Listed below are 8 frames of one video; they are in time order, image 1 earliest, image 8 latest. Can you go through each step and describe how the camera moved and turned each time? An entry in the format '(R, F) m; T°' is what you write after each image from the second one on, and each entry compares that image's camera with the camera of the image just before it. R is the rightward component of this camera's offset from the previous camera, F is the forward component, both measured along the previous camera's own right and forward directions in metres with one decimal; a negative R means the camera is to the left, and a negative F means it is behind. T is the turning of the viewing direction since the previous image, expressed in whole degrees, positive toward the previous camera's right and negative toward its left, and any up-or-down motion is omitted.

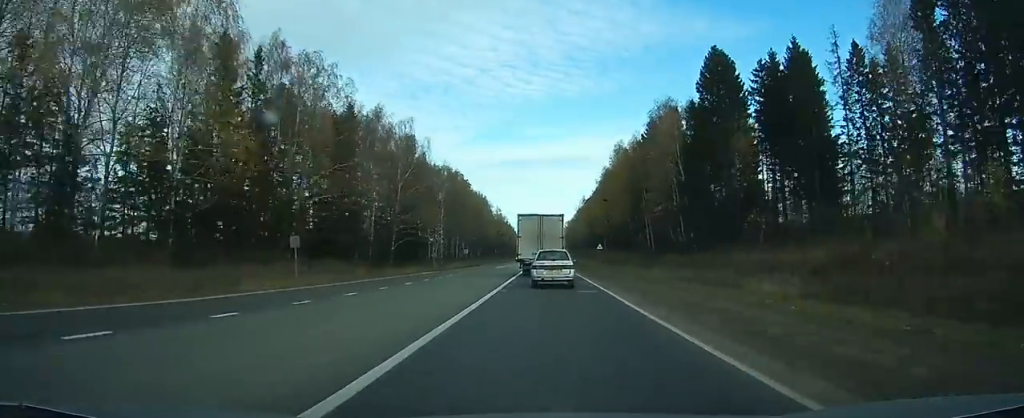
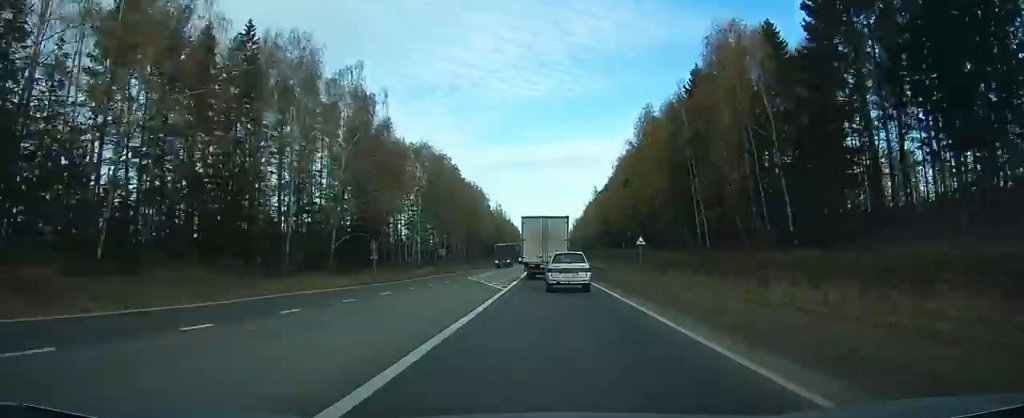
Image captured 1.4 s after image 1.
(0.0, +29.4) m; 0°
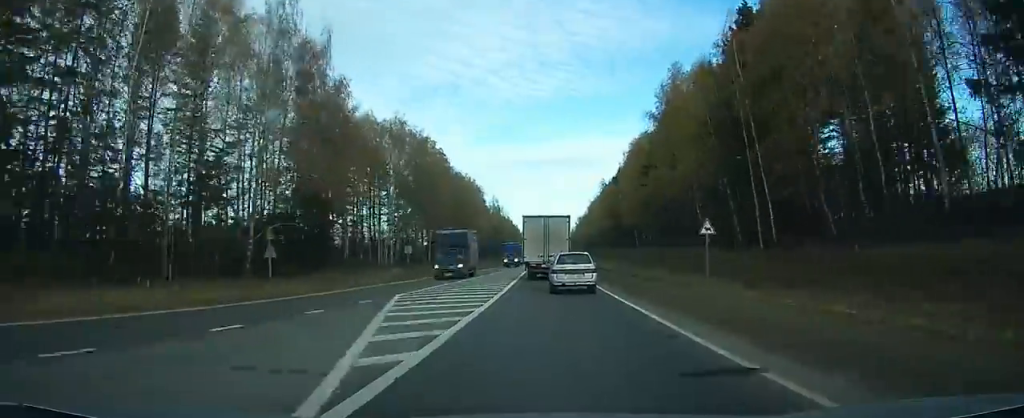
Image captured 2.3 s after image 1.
(0.0, +19.6) m; 0°
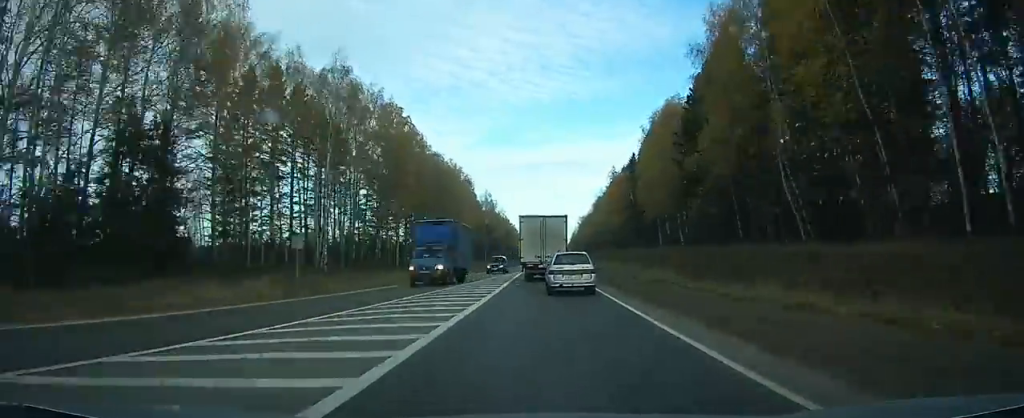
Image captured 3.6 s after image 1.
(+0.1, +26.2) m; 0°
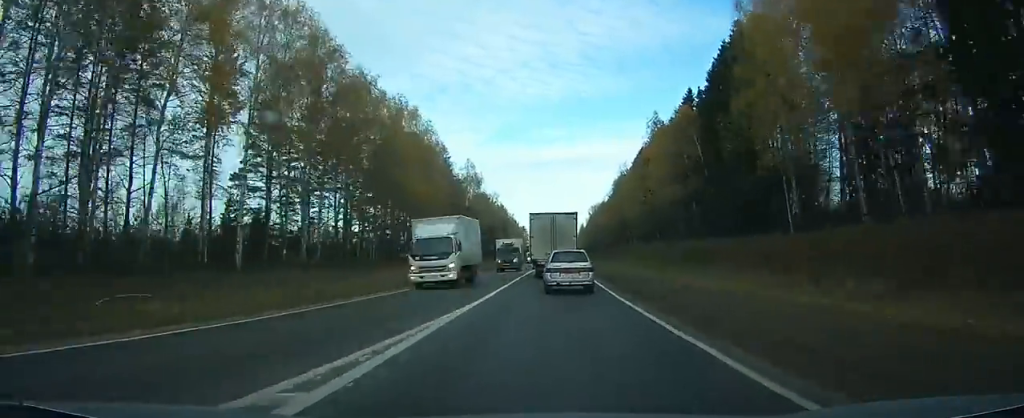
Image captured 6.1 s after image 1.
(-0.2, +51.9) m; -1°
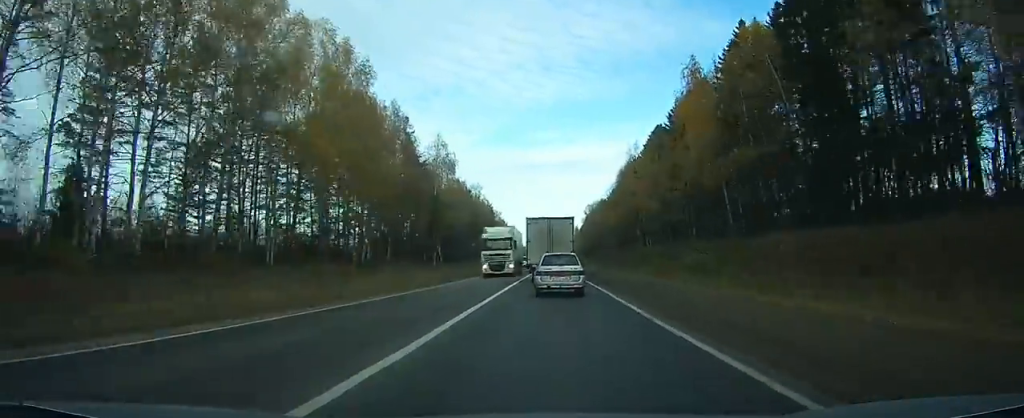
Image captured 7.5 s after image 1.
(-0.1, +28.2) m; 0°
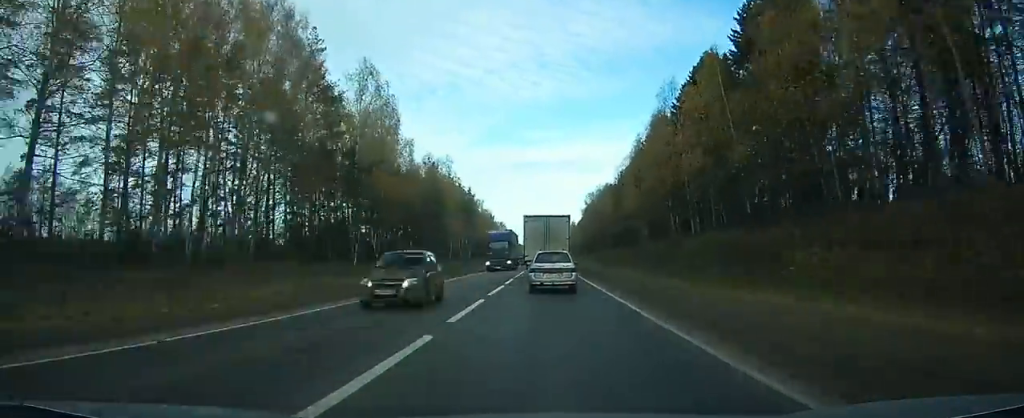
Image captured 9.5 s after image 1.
(0.0, +40.0) m; 0°
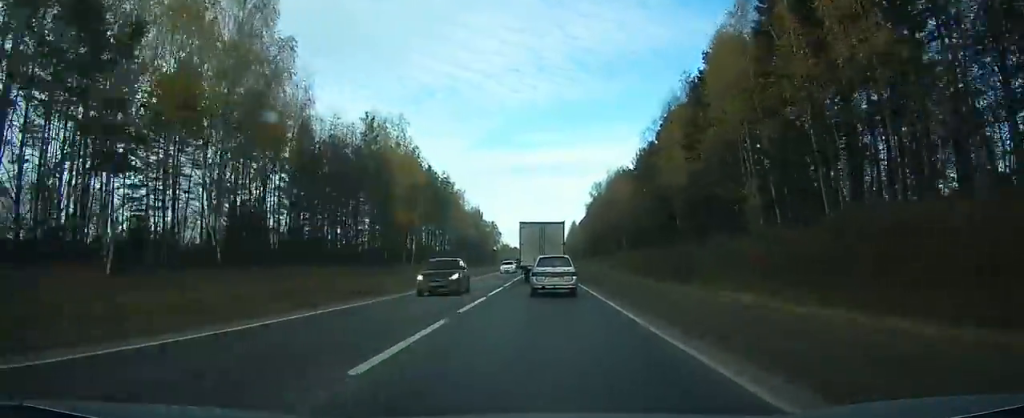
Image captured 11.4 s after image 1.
(0.0, +37.0) m; 0°
